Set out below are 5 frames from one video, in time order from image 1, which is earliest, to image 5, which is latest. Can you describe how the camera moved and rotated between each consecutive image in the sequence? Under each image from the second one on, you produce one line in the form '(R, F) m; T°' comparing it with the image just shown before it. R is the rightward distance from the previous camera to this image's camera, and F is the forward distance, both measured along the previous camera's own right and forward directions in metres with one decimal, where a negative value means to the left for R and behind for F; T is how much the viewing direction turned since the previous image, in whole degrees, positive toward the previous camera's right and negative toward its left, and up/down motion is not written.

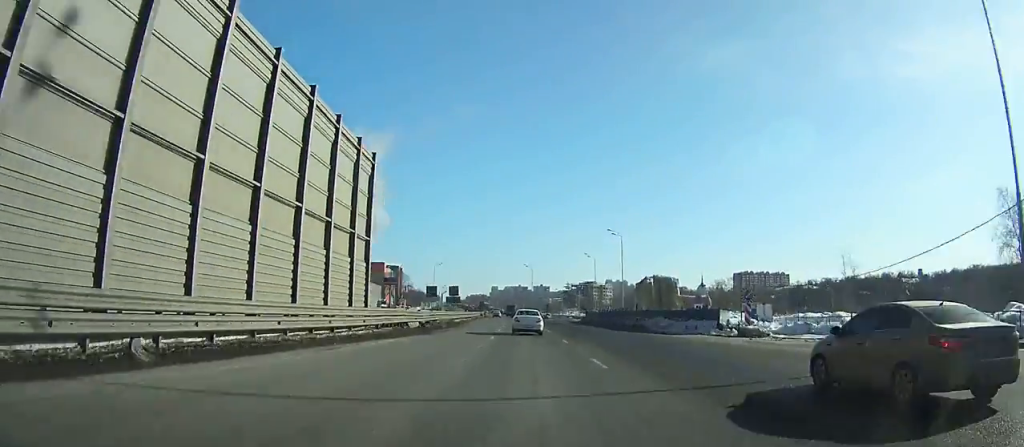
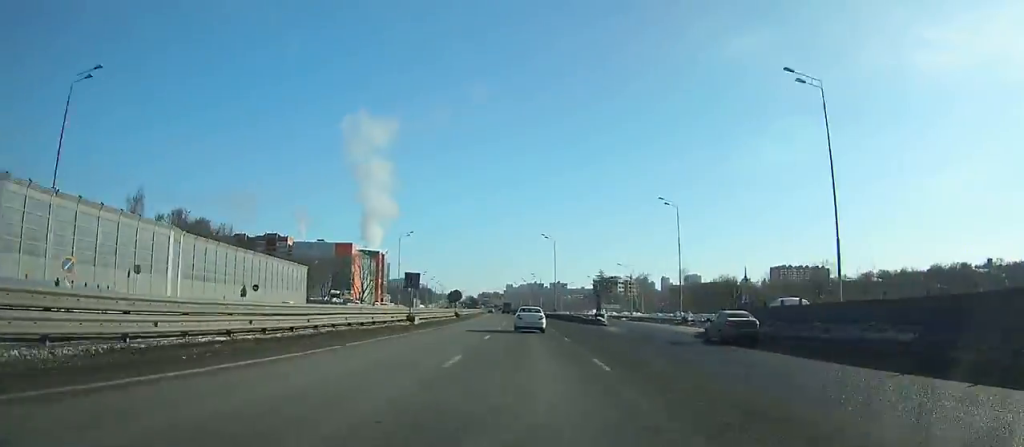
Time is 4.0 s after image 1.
(-0.7, +75.6) m; -1°
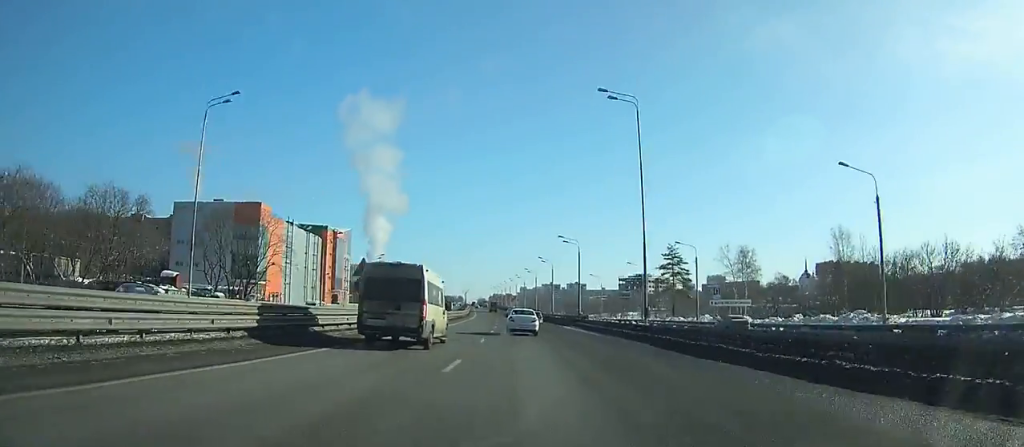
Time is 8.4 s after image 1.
(-0.3, +84.2) m; -1°
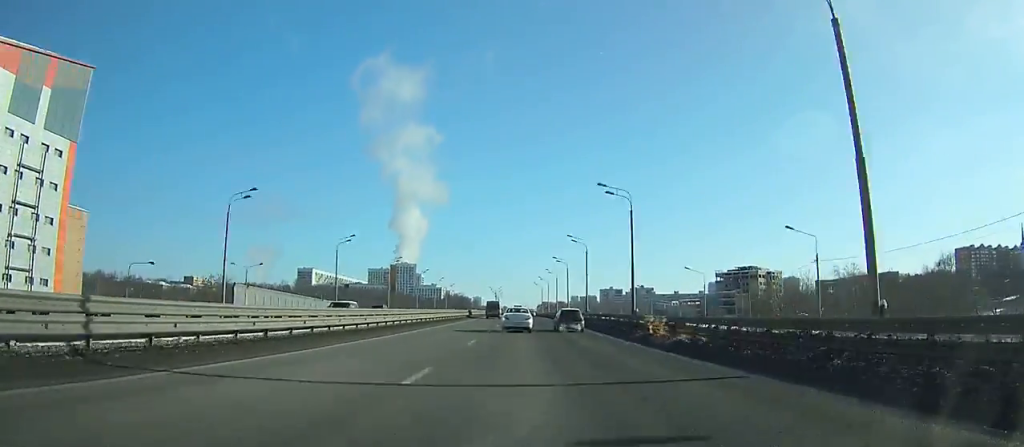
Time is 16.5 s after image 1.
(-9.2, +157.2) m; -6°
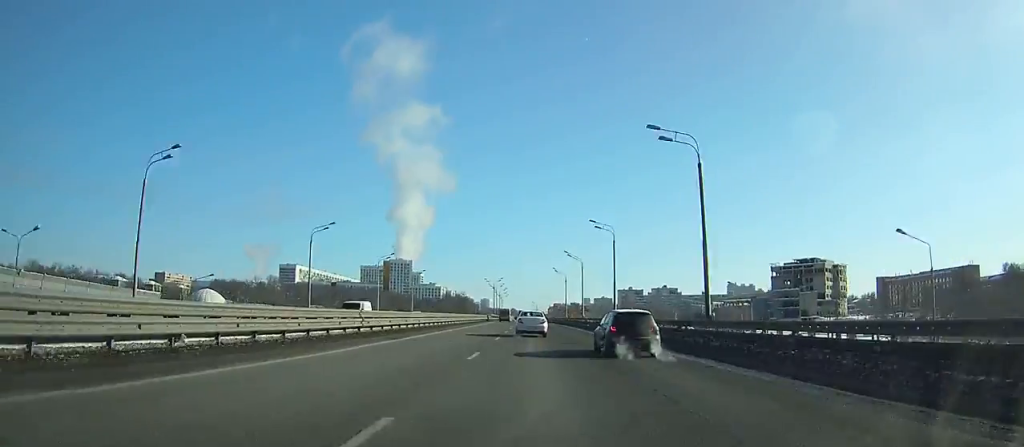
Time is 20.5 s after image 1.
(-0.2, +79.1) m; 0°
